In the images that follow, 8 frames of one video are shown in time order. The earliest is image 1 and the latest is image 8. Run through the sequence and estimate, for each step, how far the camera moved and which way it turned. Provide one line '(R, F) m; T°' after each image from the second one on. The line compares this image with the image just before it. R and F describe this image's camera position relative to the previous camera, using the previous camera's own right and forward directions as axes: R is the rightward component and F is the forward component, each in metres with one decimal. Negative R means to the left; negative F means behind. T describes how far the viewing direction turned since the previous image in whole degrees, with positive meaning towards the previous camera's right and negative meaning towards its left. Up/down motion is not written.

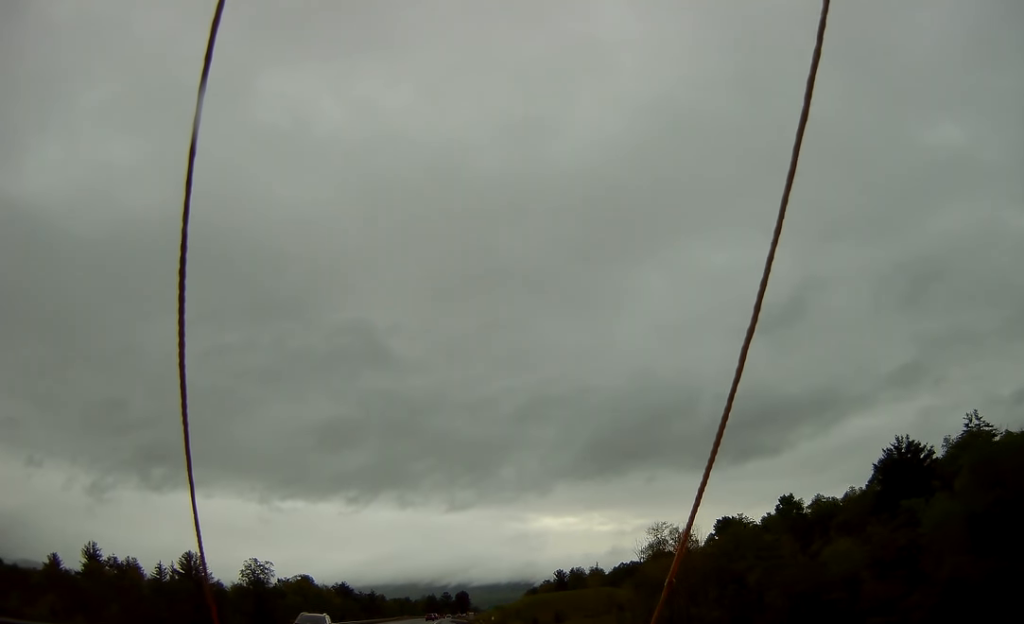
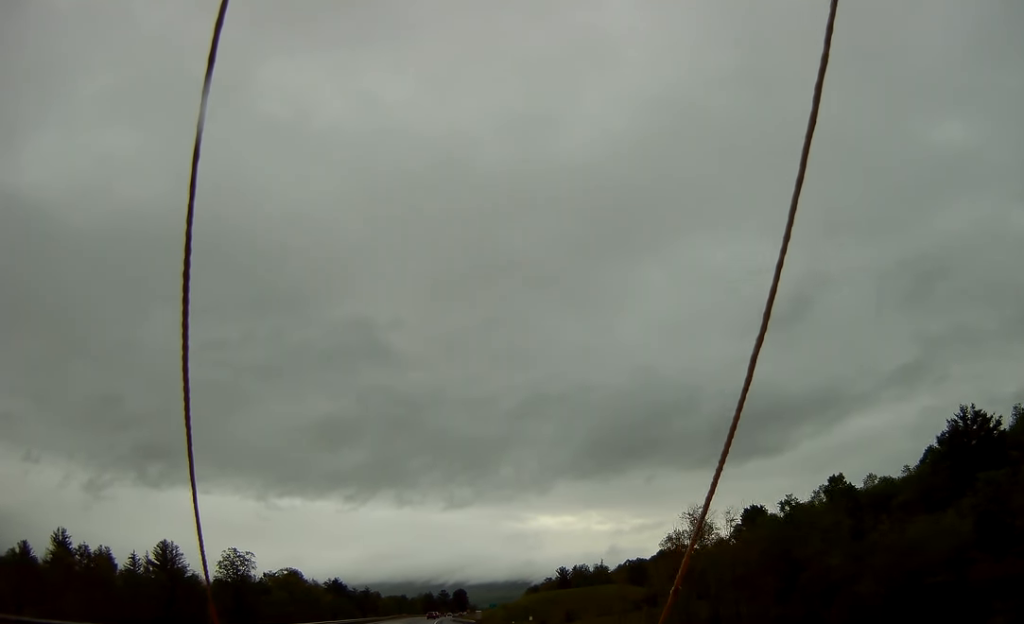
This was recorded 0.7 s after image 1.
(-0.4, +17.6) m; 0°
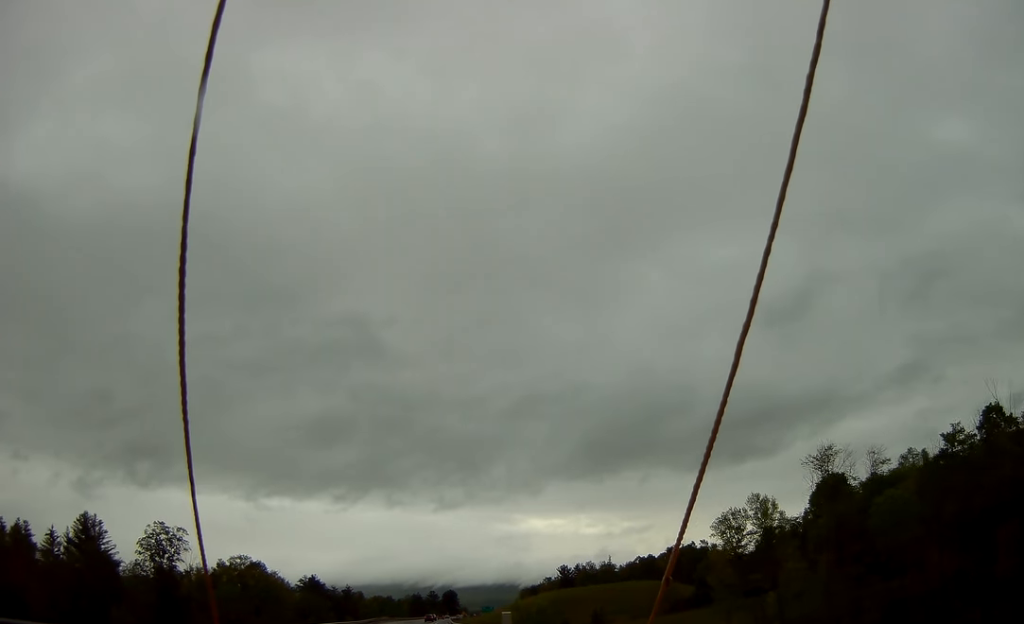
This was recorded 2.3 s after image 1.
(+0.5, +40.2) m; +2°
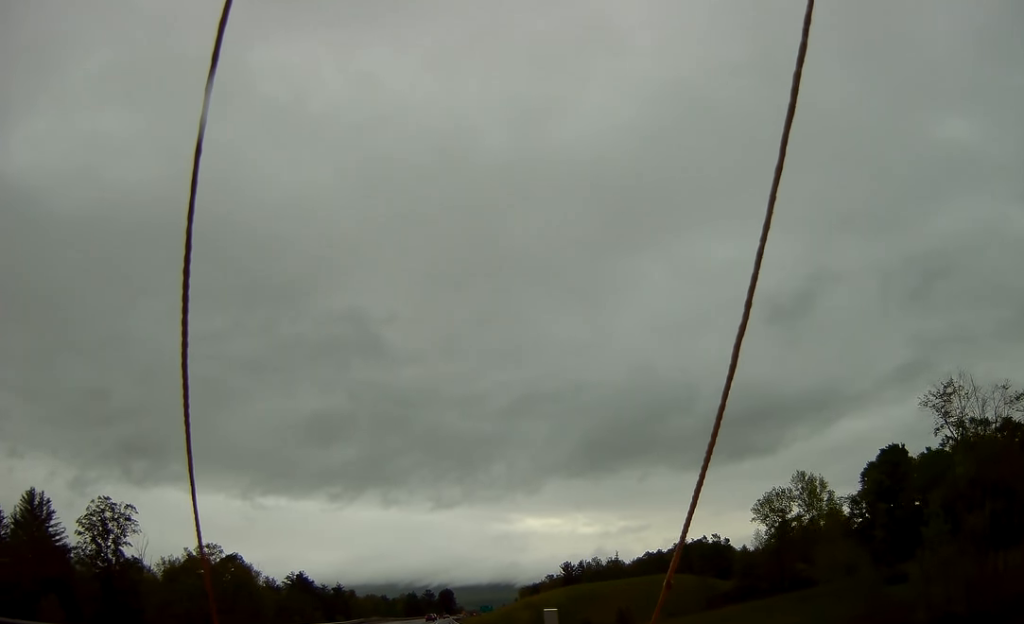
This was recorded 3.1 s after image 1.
(0.0, +20.9) m; +1°
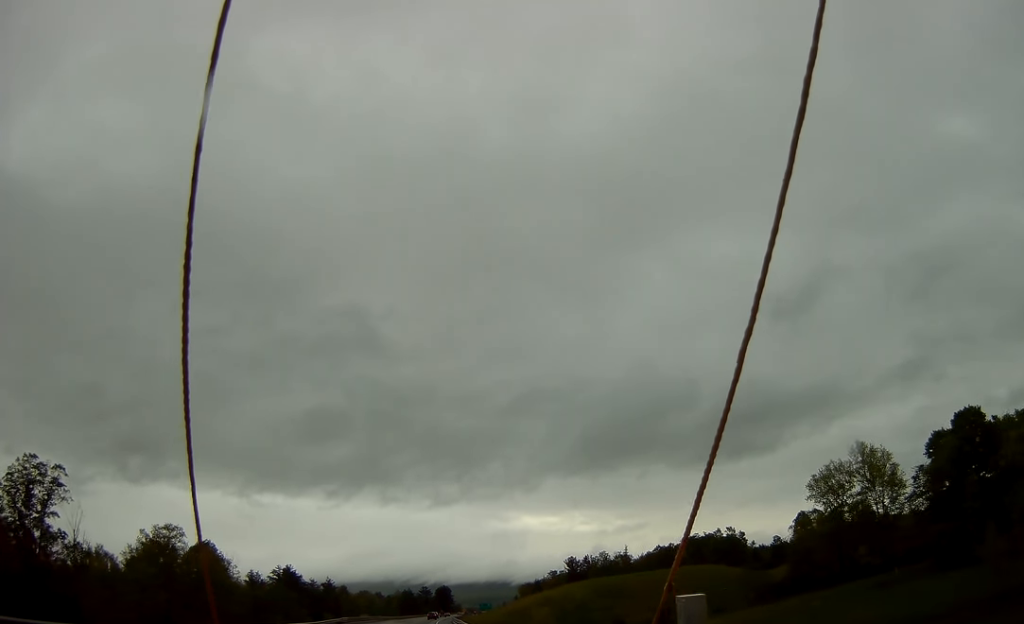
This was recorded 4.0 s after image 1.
(+0.4, +20.8) m; 0°
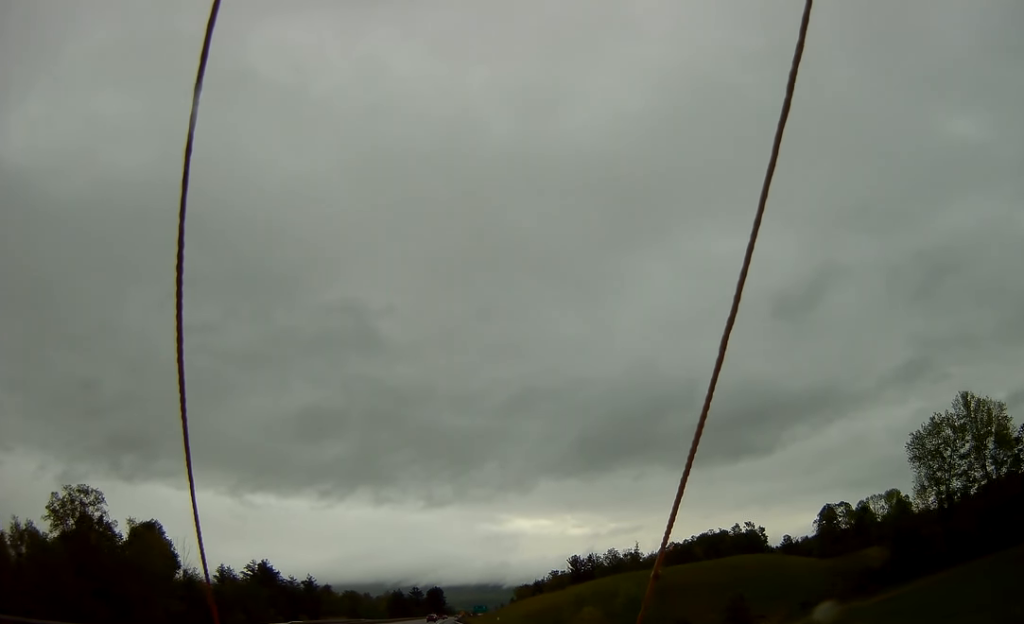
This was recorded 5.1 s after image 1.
(-0.4, +28.2) m; 0°
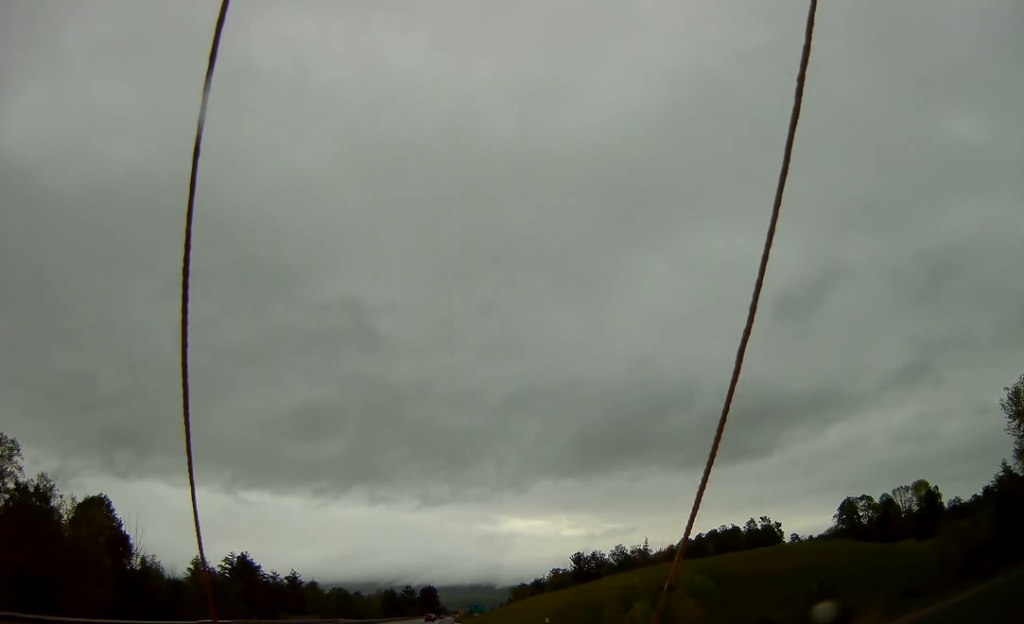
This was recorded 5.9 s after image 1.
(+0.3, +19.9) m; +1°
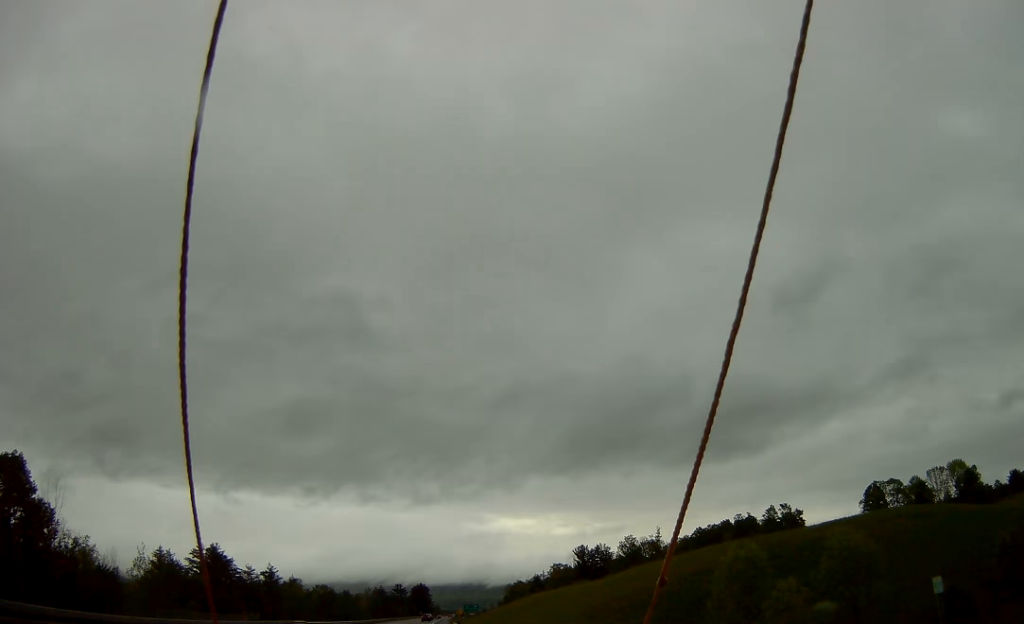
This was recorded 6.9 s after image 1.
(0.0, +24.0) m; +1°
